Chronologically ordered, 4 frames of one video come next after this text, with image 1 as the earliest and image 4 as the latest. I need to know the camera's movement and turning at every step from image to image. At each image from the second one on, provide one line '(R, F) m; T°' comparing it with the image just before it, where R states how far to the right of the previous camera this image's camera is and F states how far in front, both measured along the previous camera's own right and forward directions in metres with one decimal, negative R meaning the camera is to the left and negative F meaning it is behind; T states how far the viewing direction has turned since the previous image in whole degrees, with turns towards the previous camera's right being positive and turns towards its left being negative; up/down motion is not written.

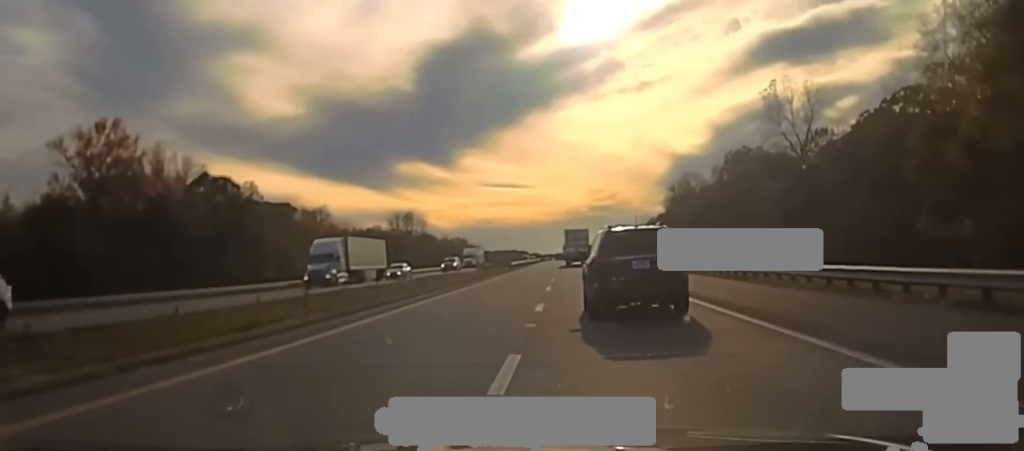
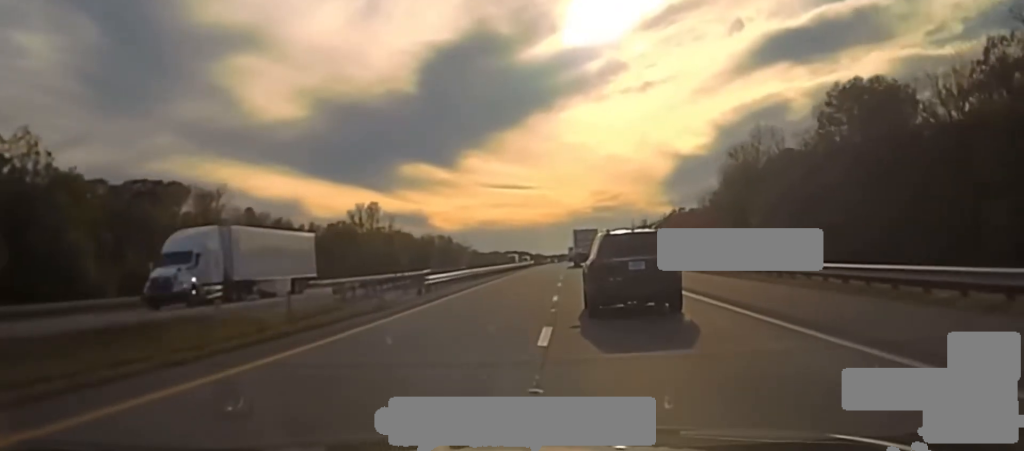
(+0.3, +74.0) m; 0°
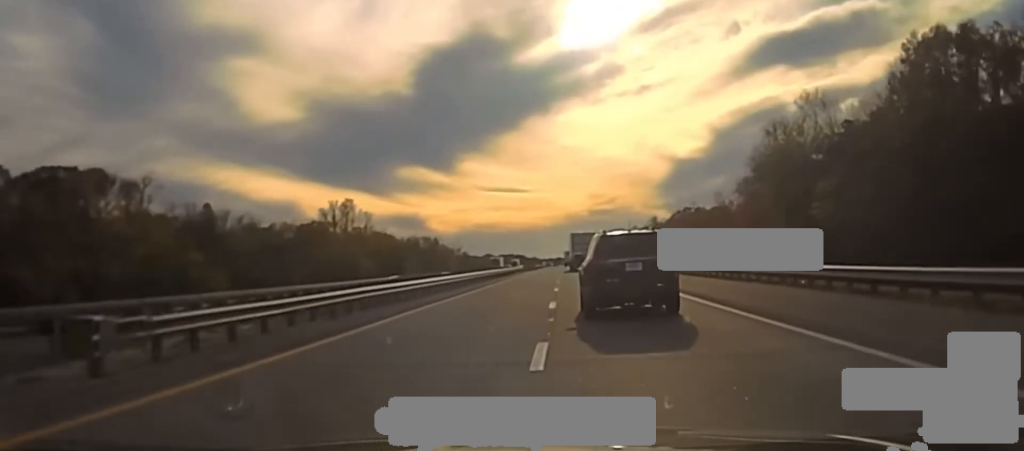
(0.0, +28.2) m; 0°
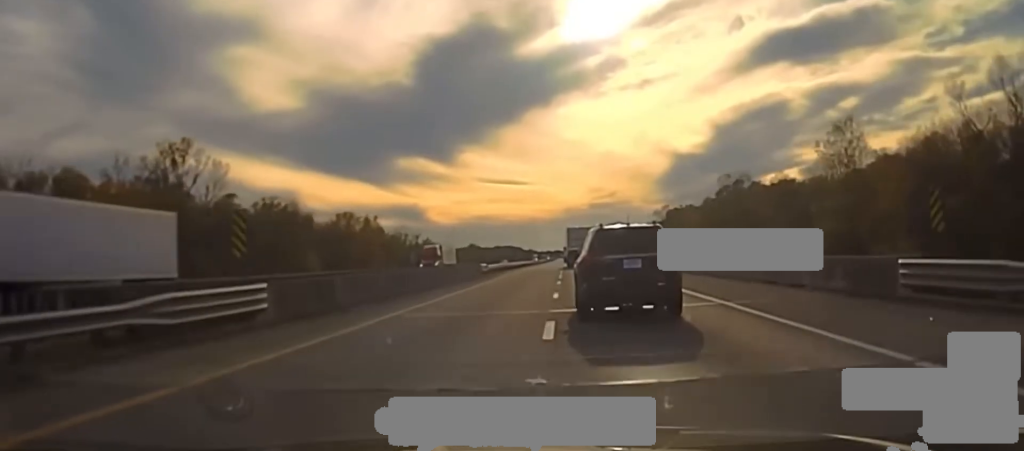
(+0.2, +98.2) m; 0°
